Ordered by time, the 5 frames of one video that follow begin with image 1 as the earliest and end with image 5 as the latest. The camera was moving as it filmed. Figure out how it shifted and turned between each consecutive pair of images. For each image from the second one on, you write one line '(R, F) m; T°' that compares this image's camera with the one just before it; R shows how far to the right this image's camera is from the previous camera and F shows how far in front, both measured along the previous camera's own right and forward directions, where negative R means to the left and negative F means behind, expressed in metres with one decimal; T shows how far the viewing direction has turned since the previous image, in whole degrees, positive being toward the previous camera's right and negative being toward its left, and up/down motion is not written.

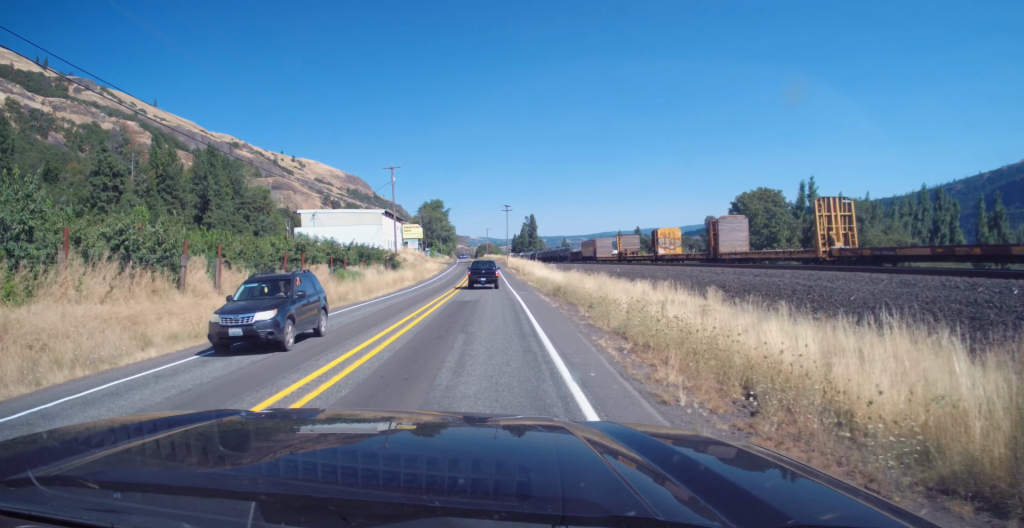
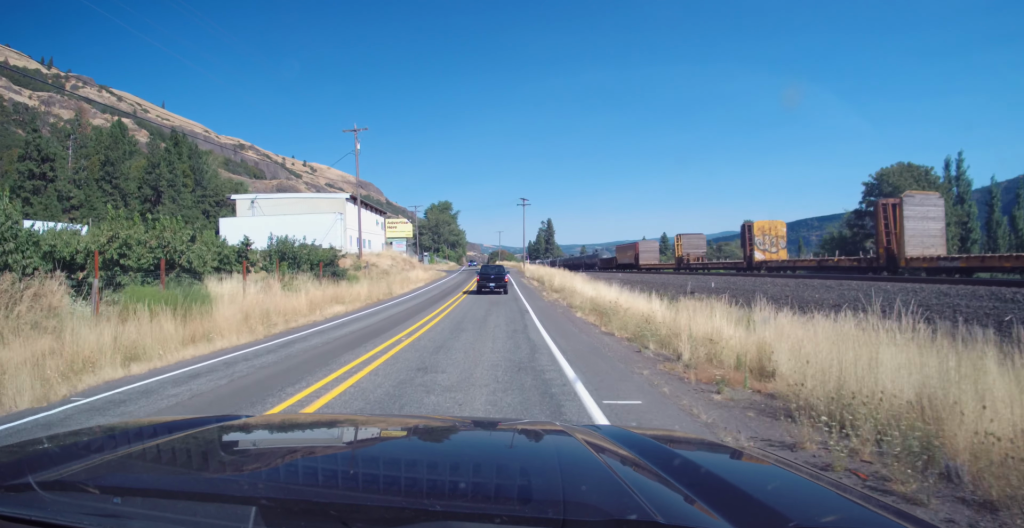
(-0.1, +28.5) m; -1°
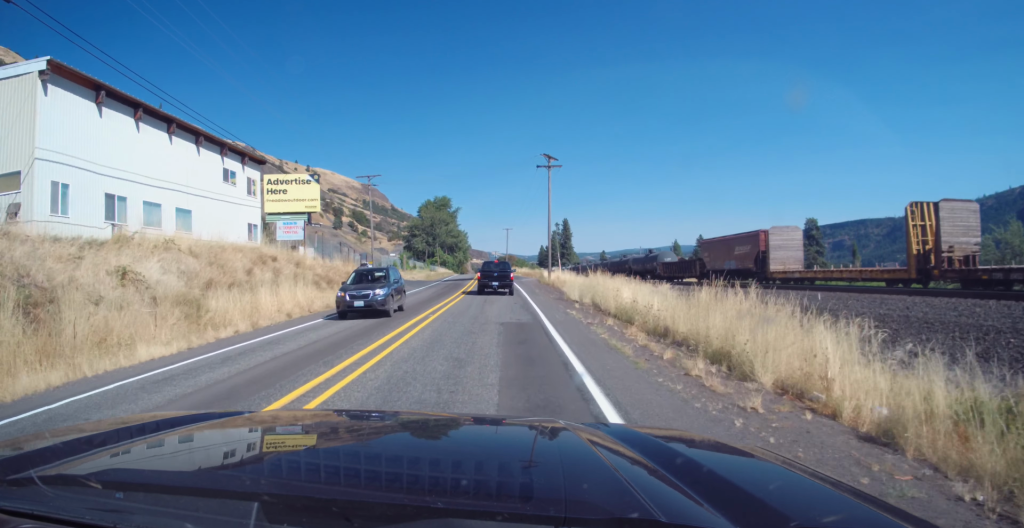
(-0.6, +46.8) m; -2°
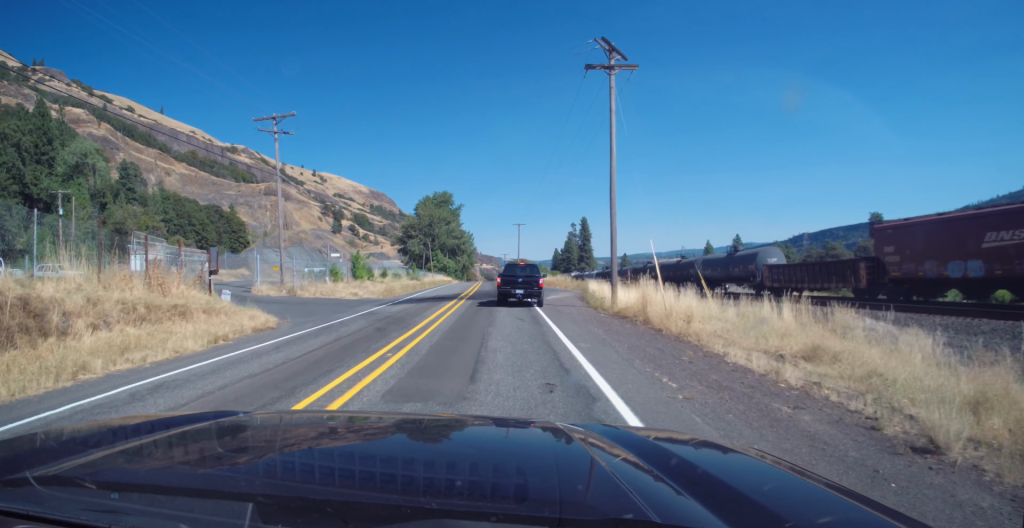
(-0.2, +33.3) m; -1°
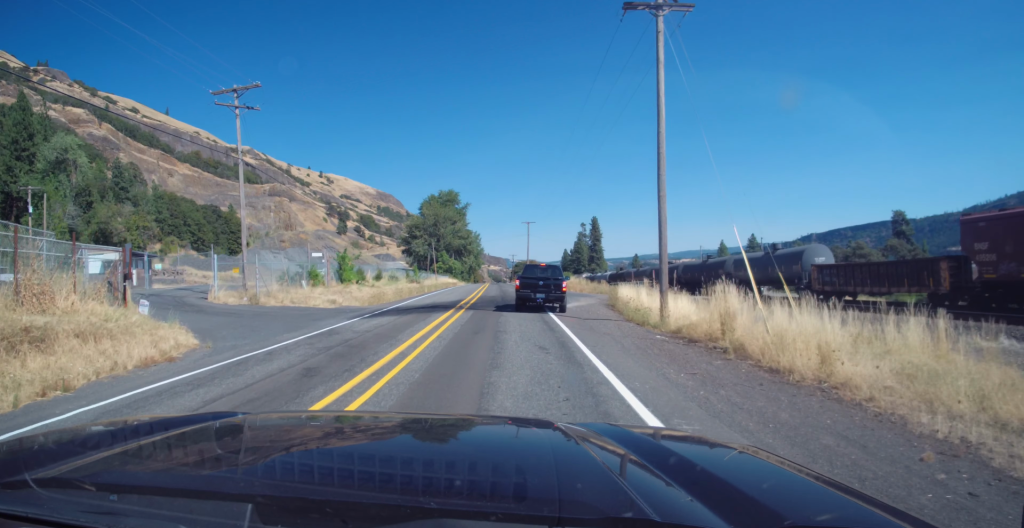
(+0.1, +7.4) m; -1°
